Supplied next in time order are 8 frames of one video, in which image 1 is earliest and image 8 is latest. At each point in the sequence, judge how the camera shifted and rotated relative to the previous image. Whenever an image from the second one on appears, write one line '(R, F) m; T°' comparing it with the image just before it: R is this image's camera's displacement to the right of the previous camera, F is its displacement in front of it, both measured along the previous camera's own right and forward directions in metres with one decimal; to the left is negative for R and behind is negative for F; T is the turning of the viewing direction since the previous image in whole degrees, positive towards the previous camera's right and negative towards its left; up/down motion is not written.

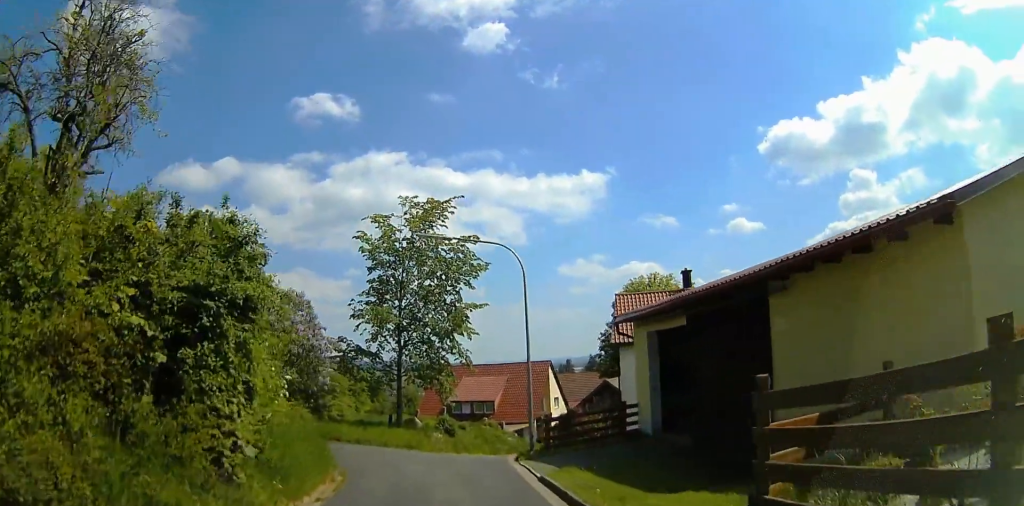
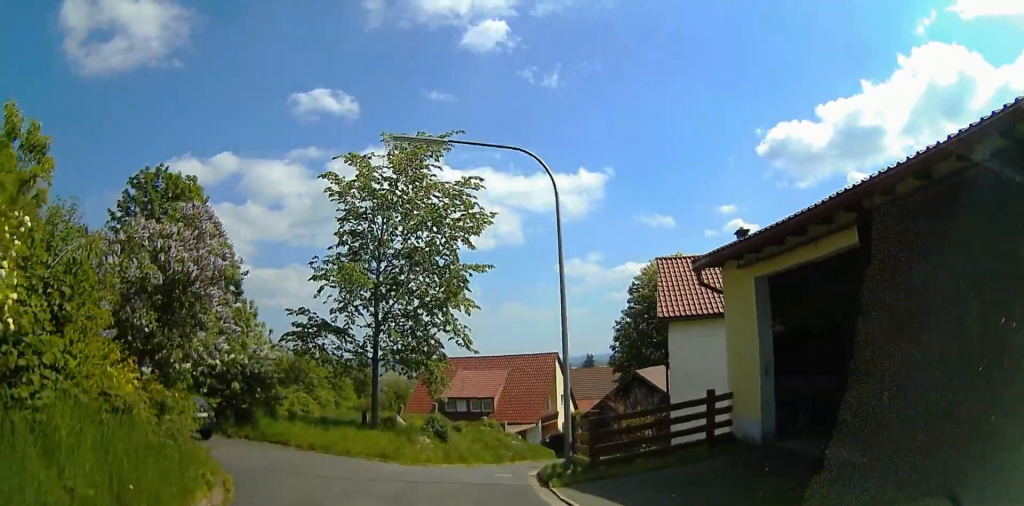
(+0.6, +7.7) m; +4°
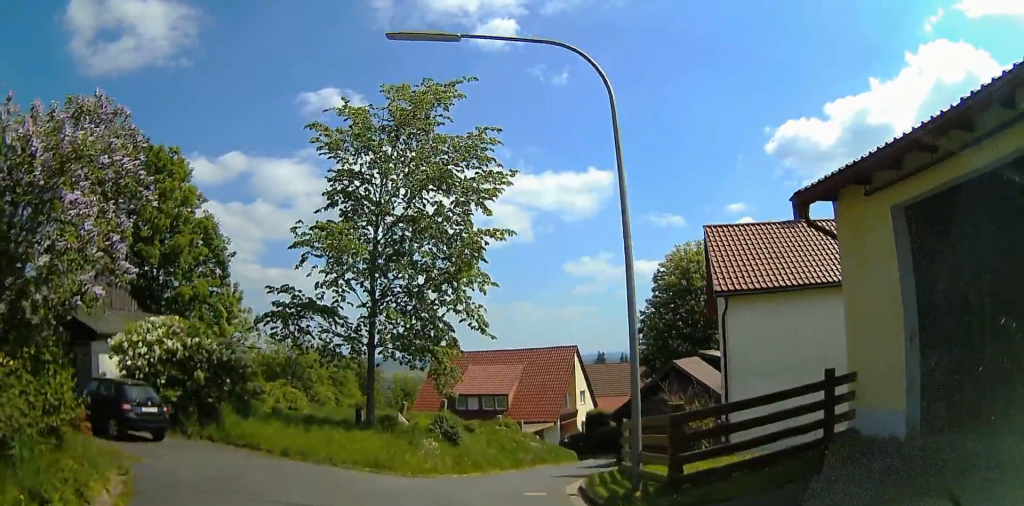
(-0.1, +4.3) m; -3°
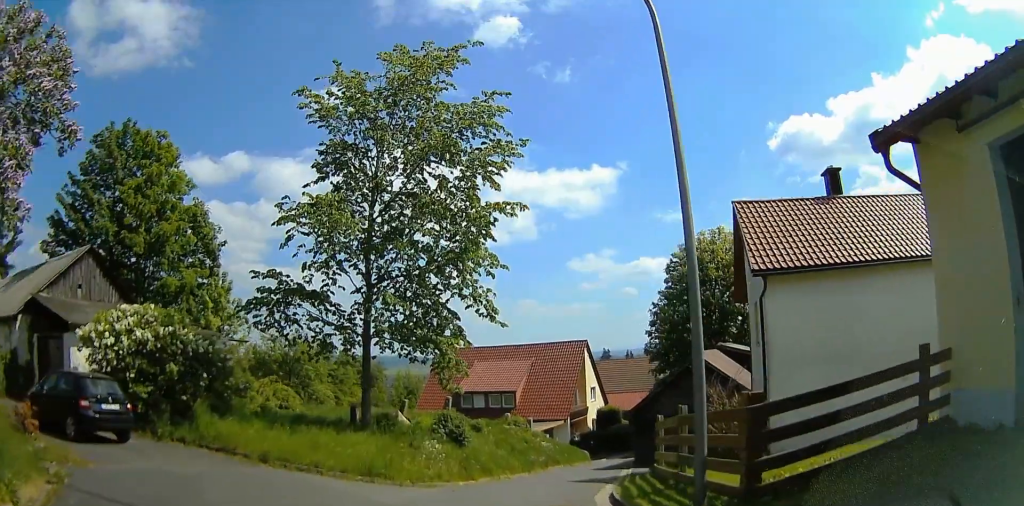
(0.0, +2.4) m; -1°
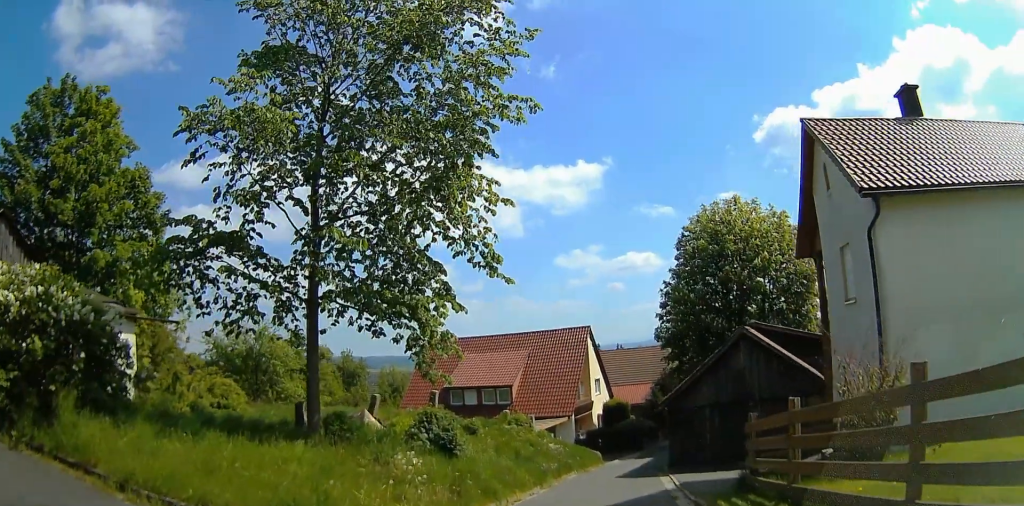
(+0.2, +6.5) m; +7°
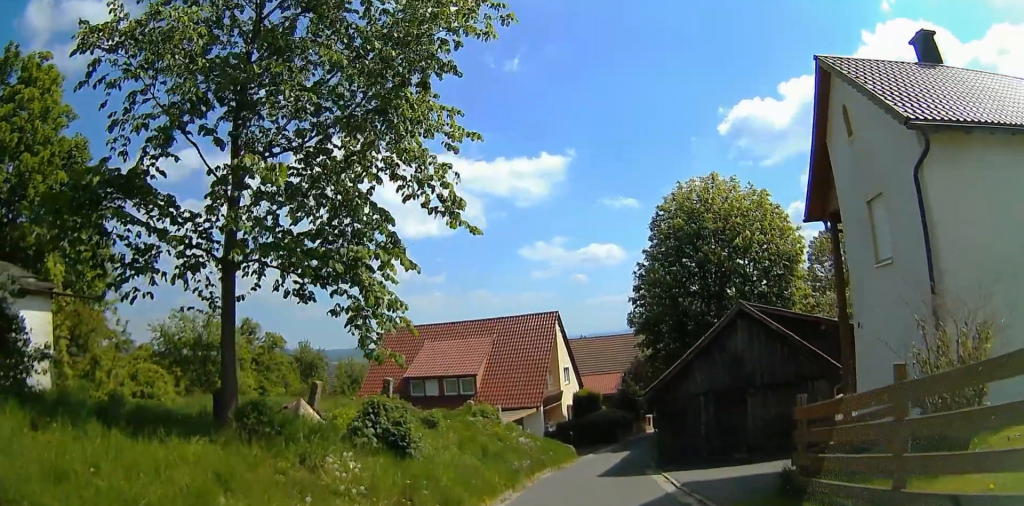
(-0.1, +2.8) m; +12°
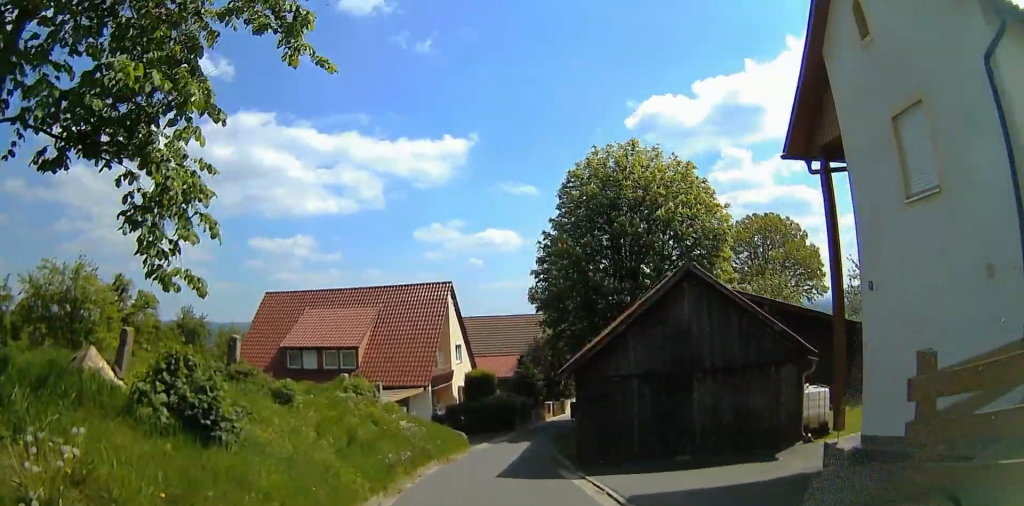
(+0.8, +3.6) m; -2°
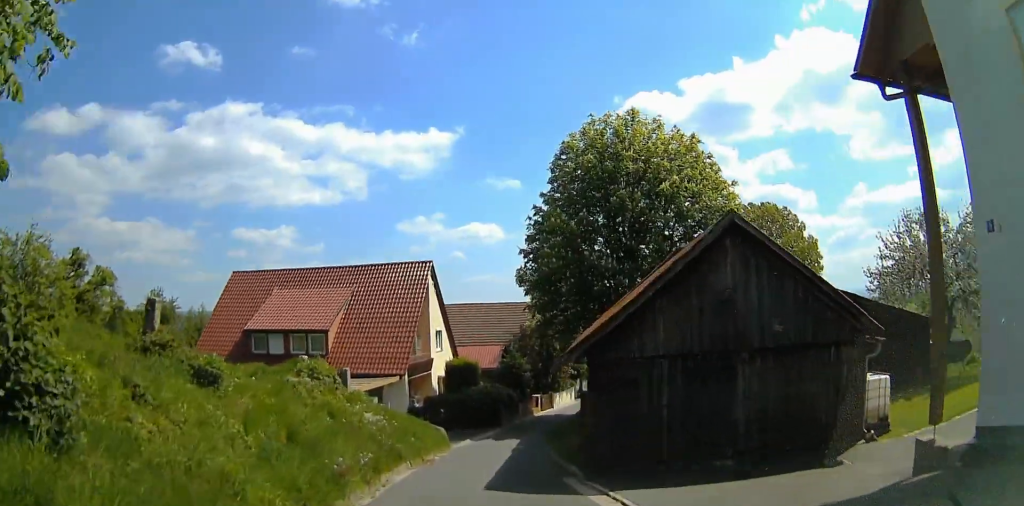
(-0.6, +2.8) m; -1°
